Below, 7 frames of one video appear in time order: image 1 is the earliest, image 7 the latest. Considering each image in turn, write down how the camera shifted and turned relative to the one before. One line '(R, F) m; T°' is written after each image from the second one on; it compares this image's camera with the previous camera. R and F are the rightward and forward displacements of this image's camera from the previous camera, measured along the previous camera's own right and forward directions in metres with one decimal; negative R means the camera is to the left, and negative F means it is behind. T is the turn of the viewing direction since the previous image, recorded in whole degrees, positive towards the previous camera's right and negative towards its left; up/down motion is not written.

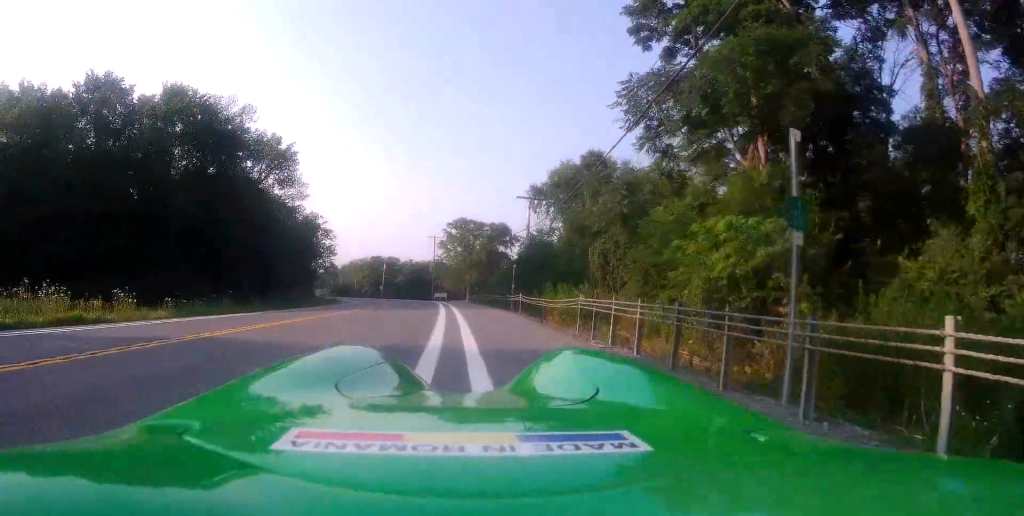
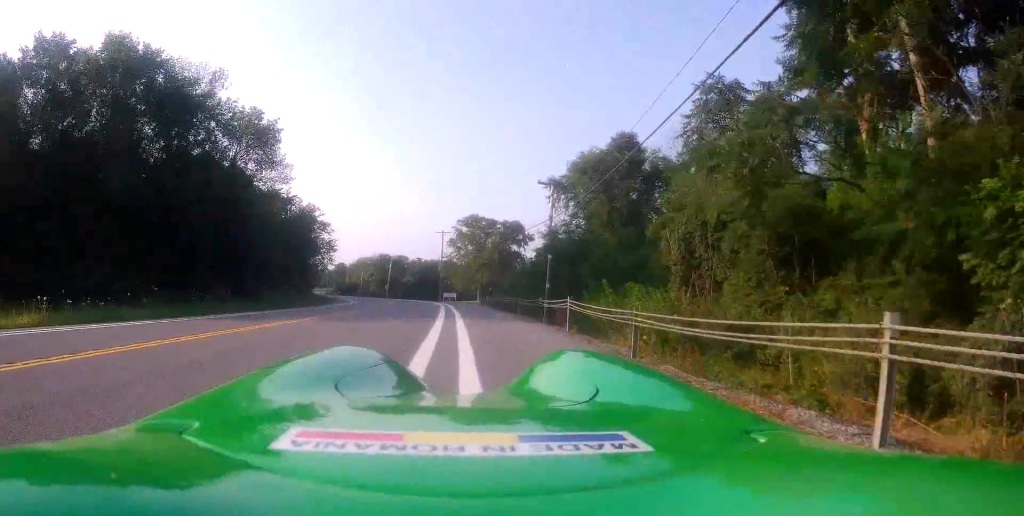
(-0.1, +7.9) m; 0°
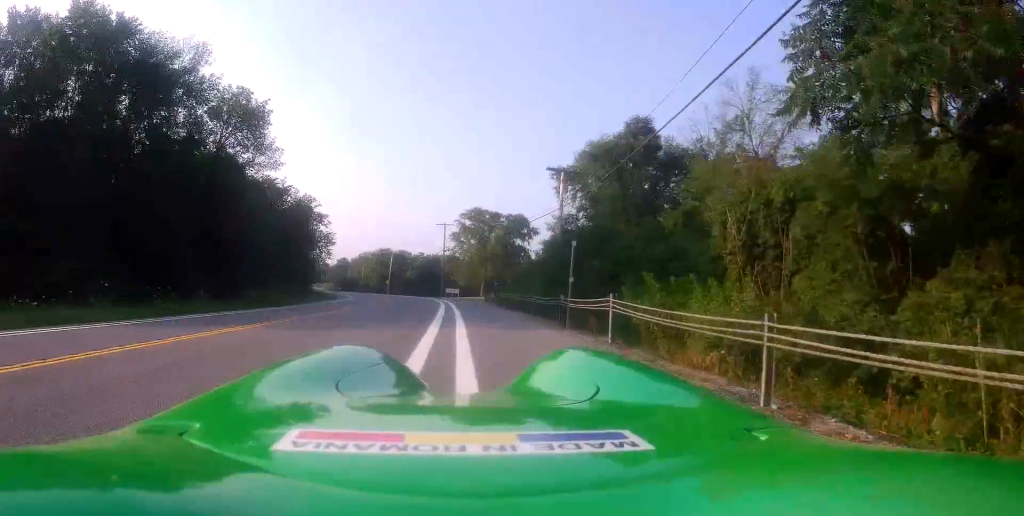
(0.0, +3.4) m; -1°
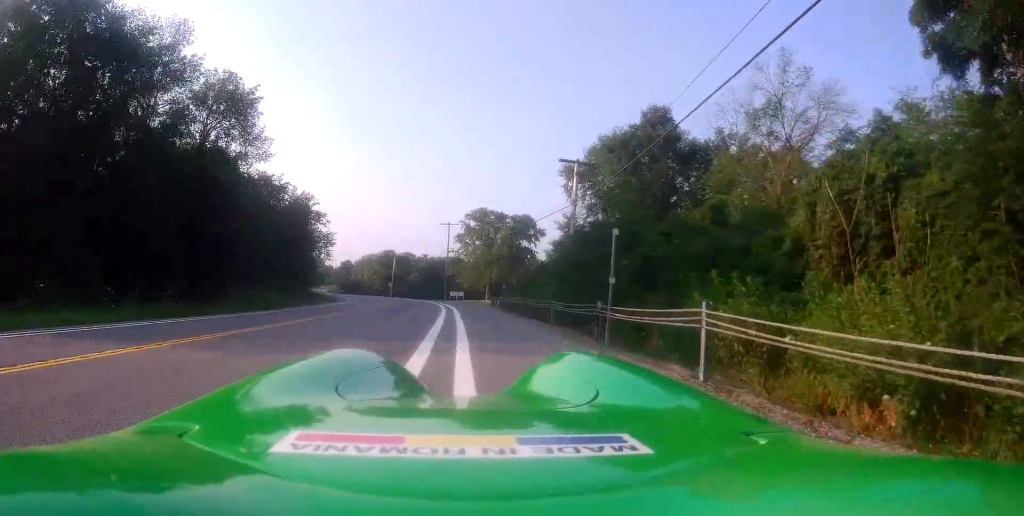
(0.0, +3.4) m; -1°
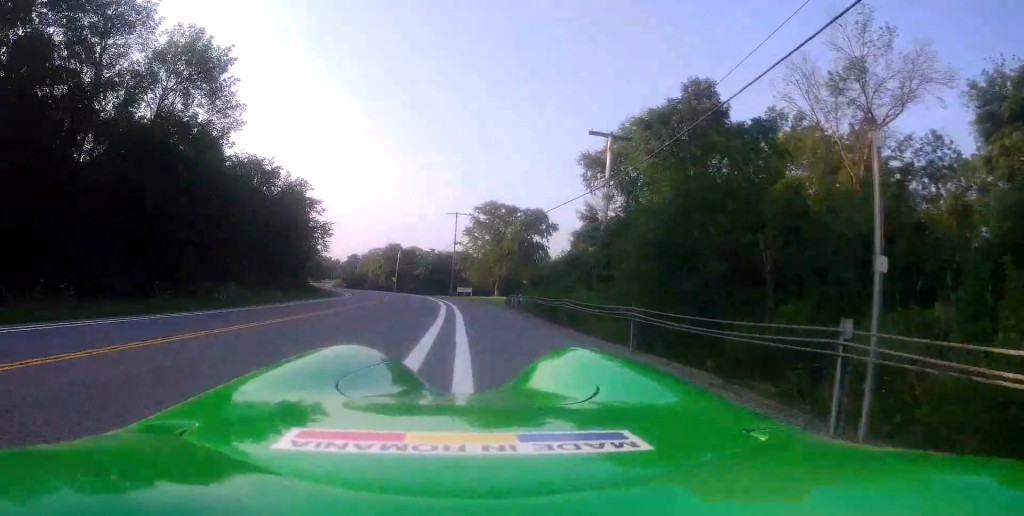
(-0.2, +6.8) m; -4°
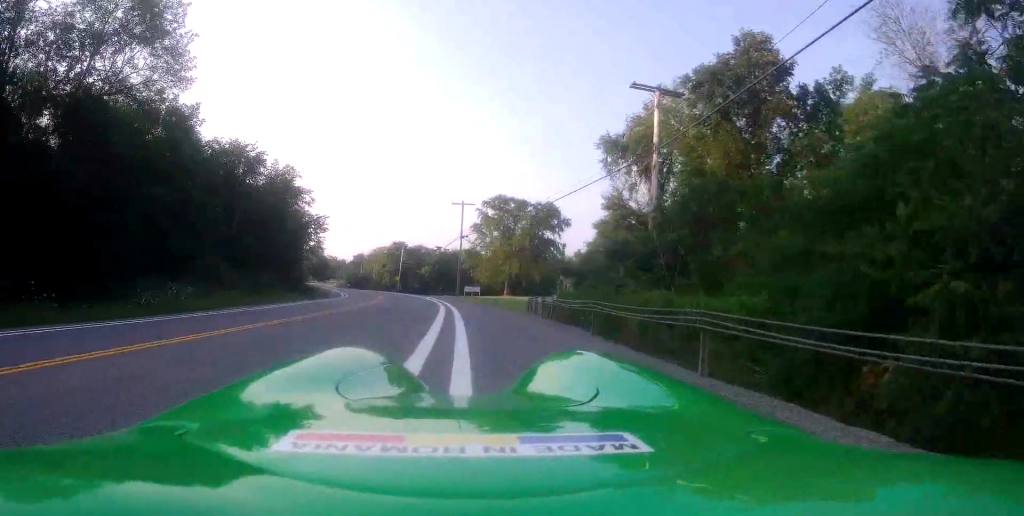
(-0.4, +7.8) m; -1°
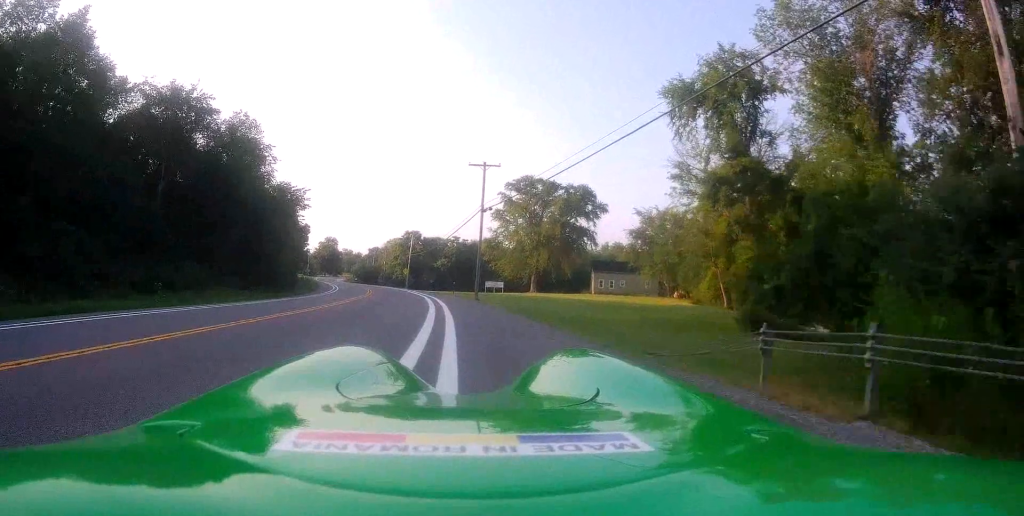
(+0.7, +17.6) m; 0°
